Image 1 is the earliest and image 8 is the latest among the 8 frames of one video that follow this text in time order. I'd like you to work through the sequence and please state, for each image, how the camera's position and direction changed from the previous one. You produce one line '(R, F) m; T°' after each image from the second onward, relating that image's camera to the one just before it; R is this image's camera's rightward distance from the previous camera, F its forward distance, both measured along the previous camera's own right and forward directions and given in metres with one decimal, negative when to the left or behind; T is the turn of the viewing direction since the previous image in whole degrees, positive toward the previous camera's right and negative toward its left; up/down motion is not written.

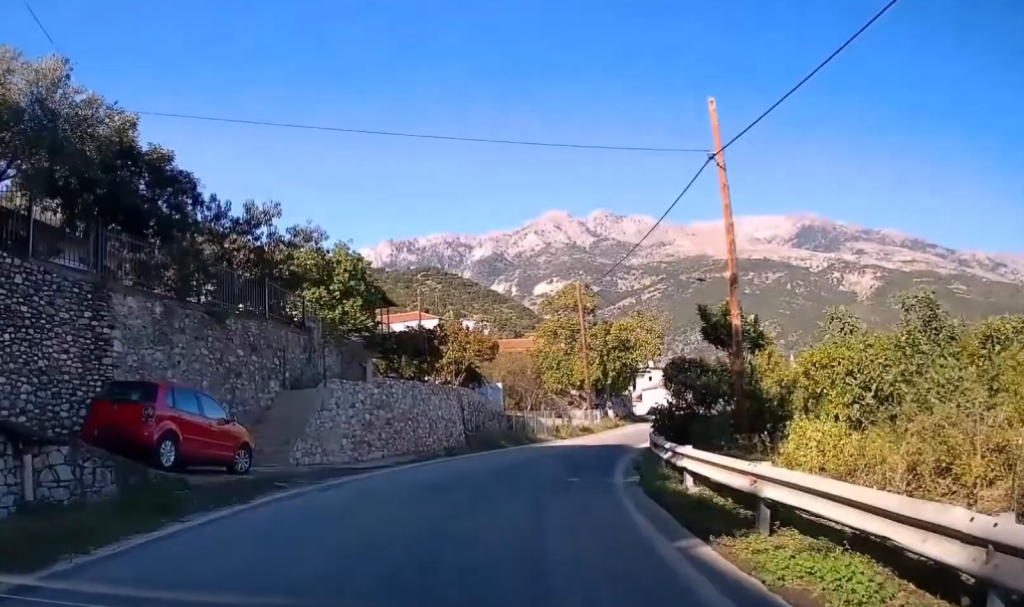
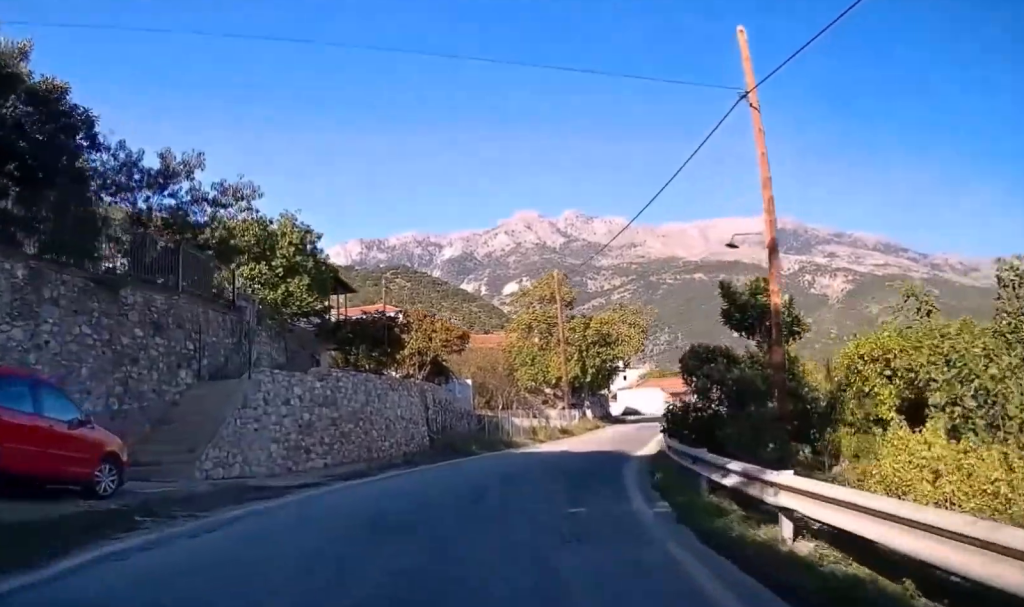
(-0.1, +4.7) m; +3°
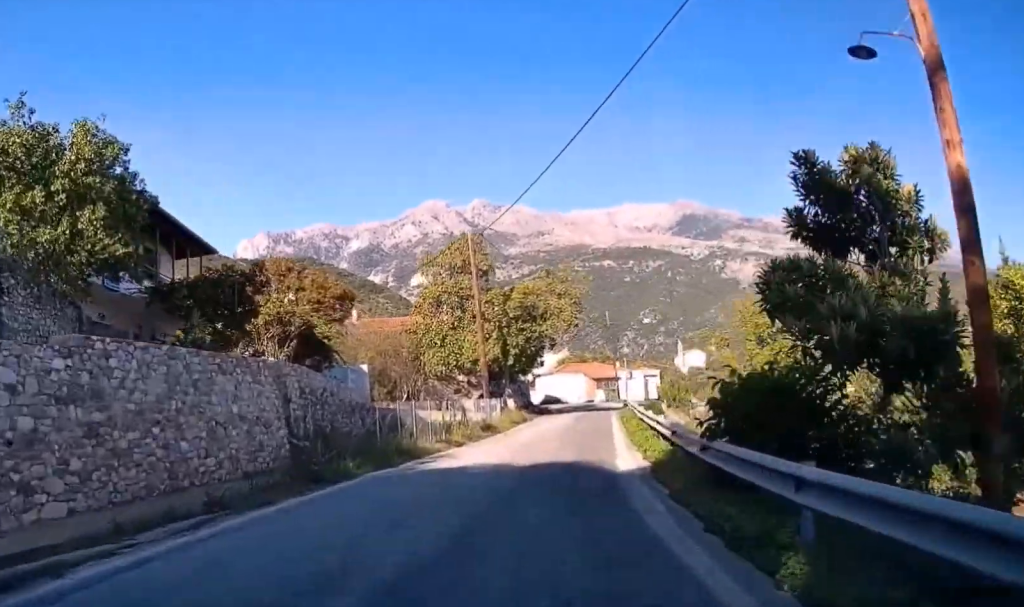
(+0.7, +9.2) m; +4°
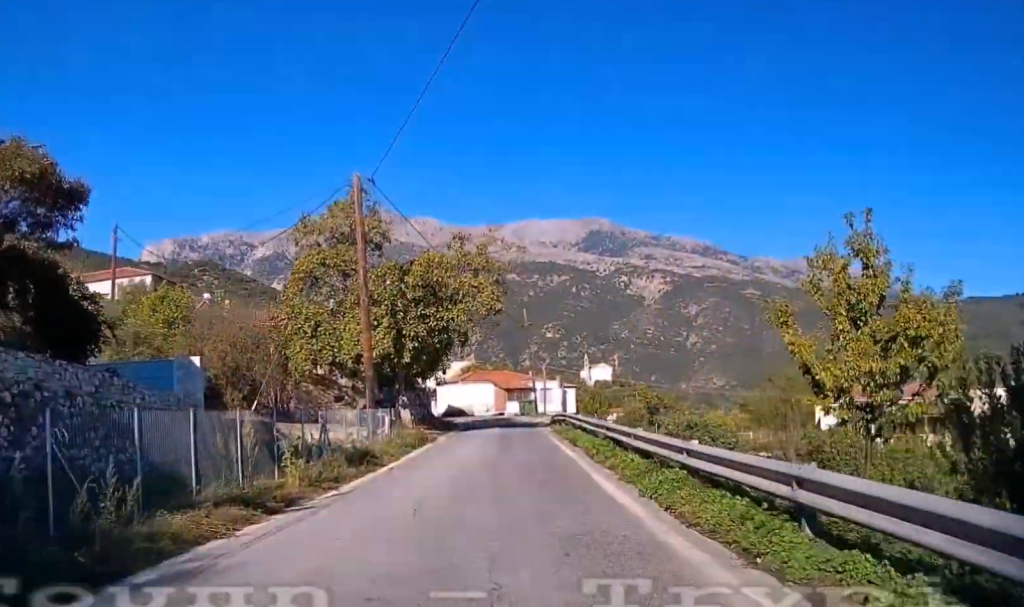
(+0.1, +11.7) m; +5°
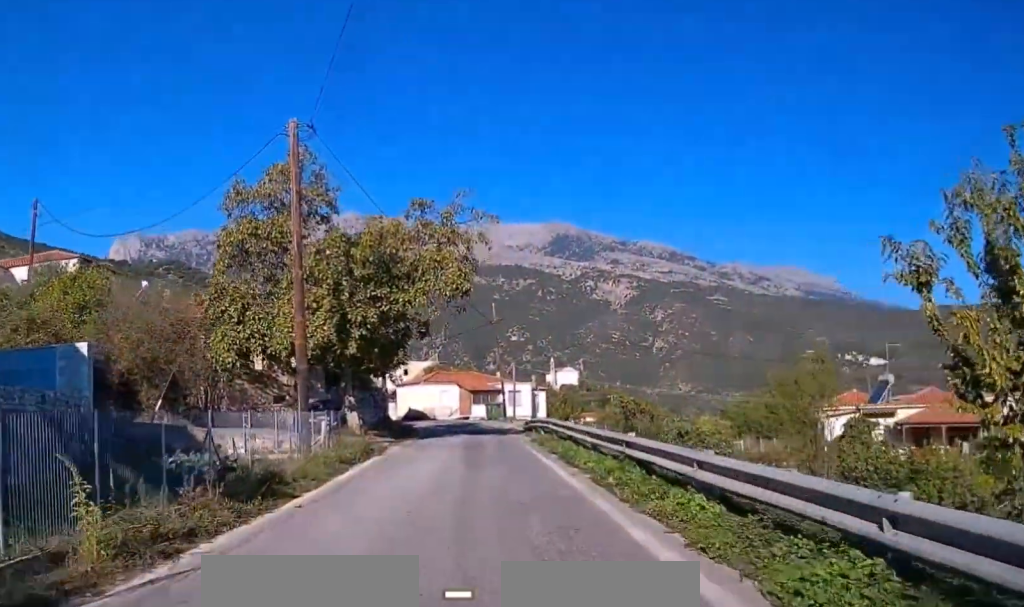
(+0.4, +5.9) m; +2°
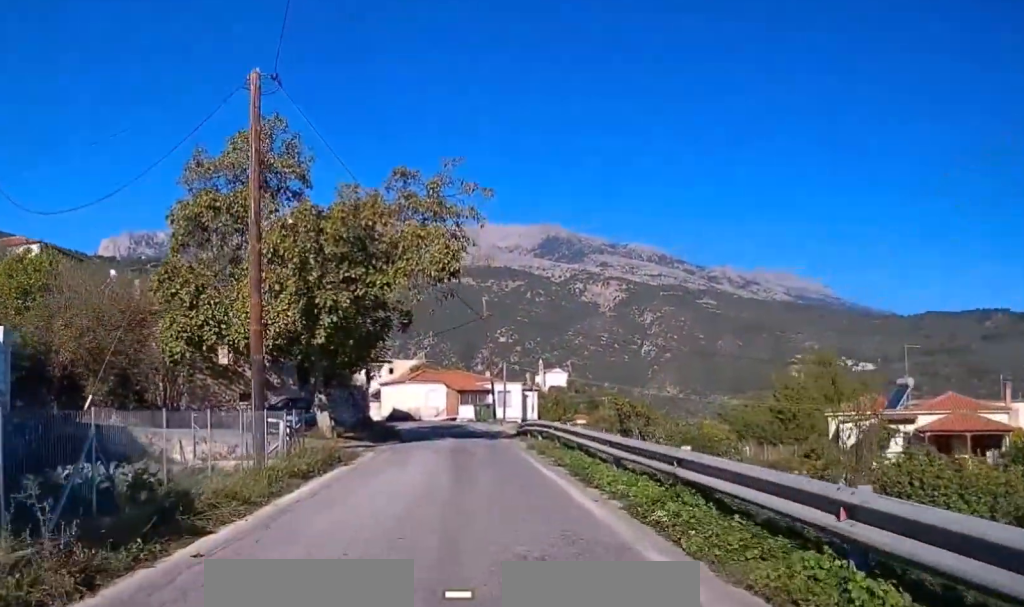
(+0.1, +4.2) m; +2°
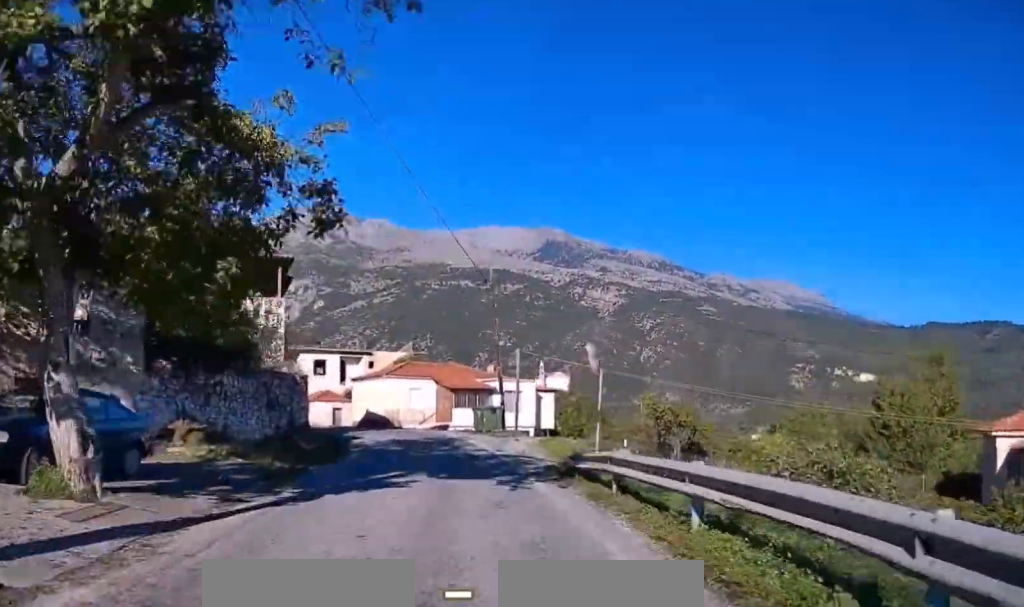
(0.0, +17.4) m; 0°
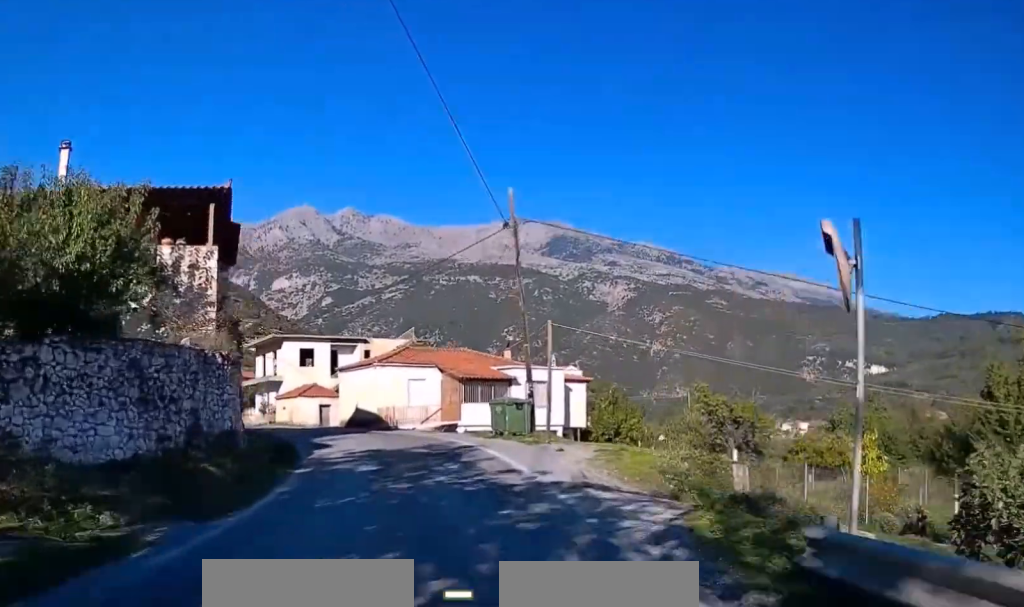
(0.0, +10.2) m; -1°
